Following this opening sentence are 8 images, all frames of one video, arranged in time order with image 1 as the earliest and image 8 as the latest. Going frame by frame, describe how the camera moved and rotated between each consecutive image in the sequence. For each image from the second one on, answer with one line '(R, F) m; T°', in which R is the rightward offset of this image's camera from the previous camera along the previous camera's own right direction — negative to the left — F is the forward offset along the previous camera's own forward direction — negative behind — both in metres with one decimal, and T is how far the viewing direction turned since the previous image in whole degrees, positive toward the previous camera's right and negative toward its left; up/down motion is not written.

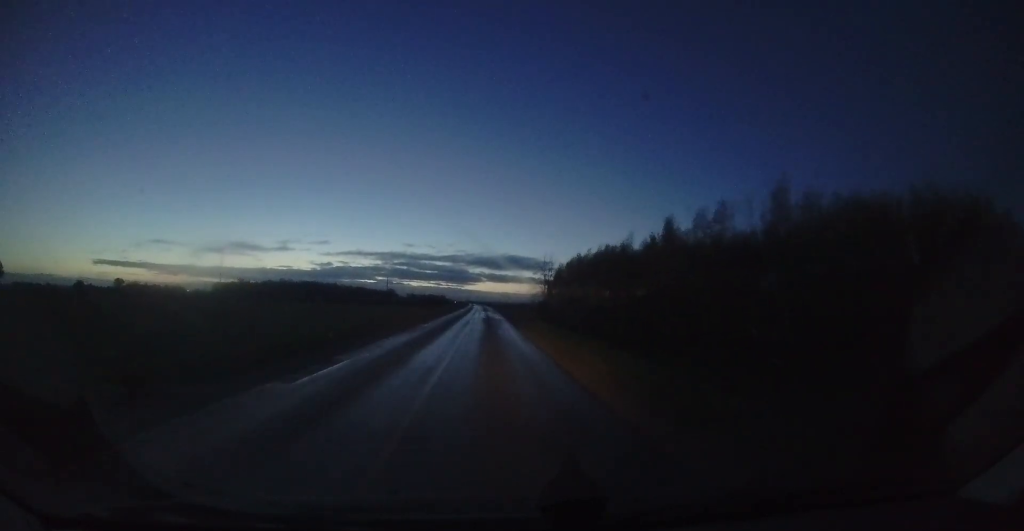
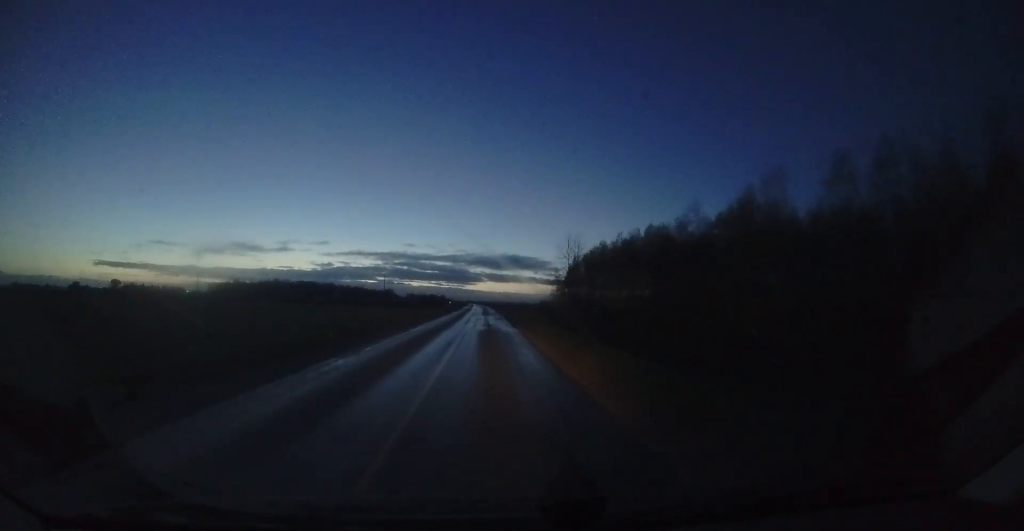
(-0.2, +12.6) m; 0°
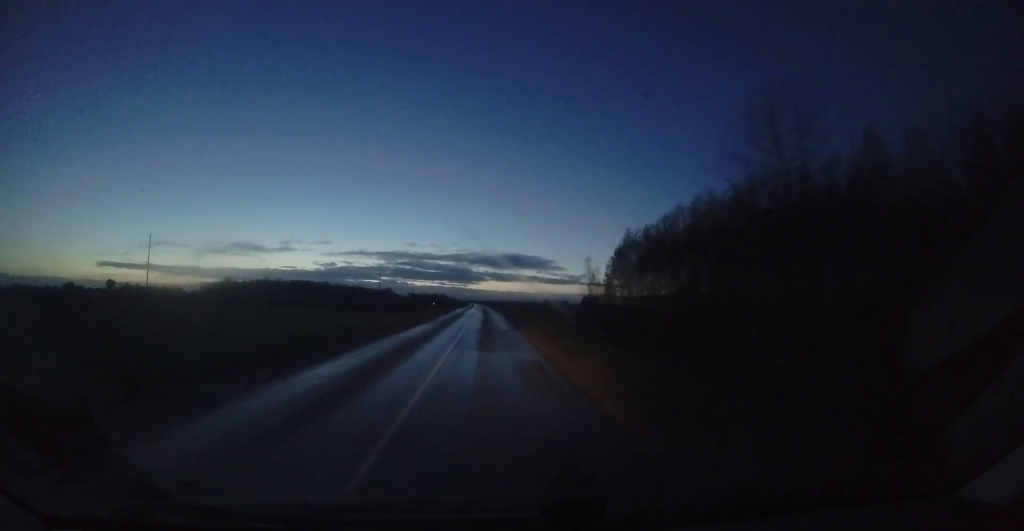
(+0.2, +23.3) m; +1°
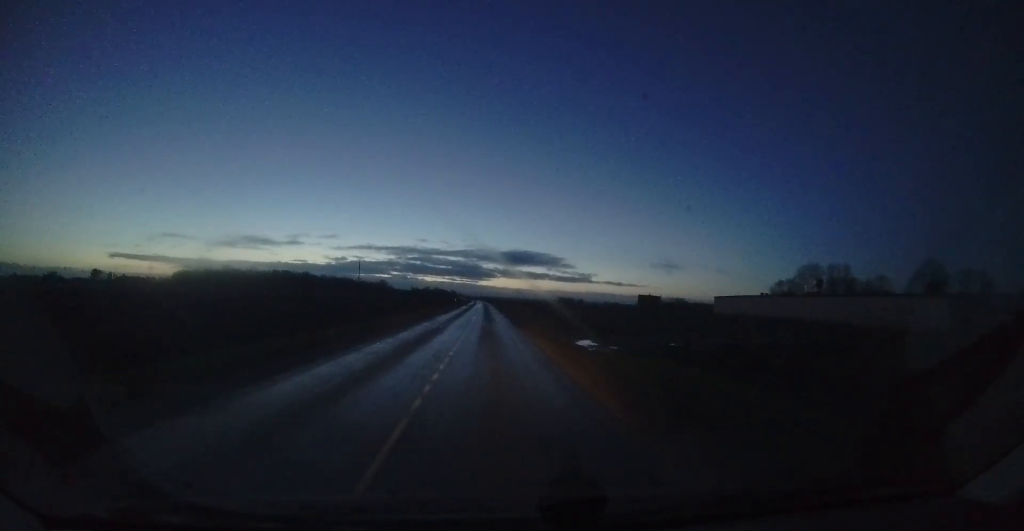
(-2.6, +70.5) m; -4°
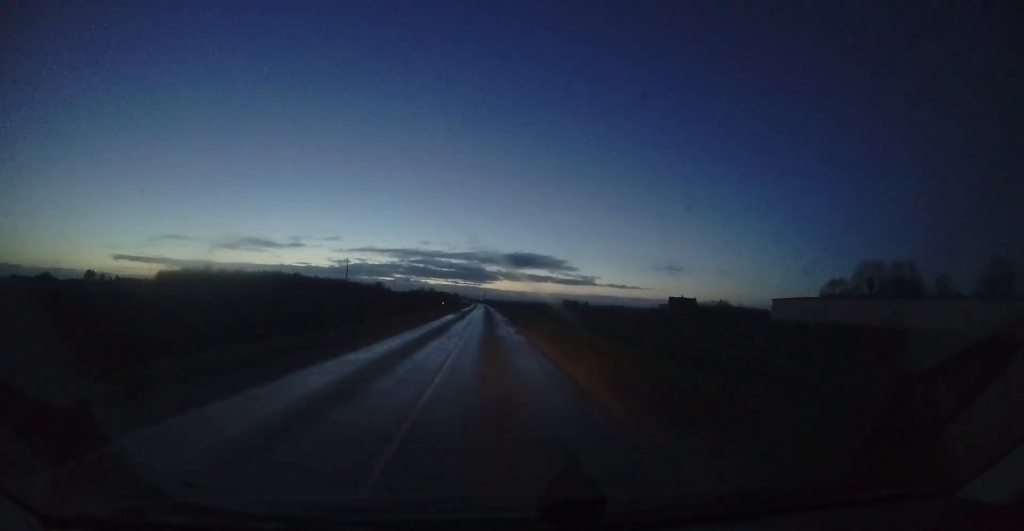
(0.0, +24.9) m; 0°
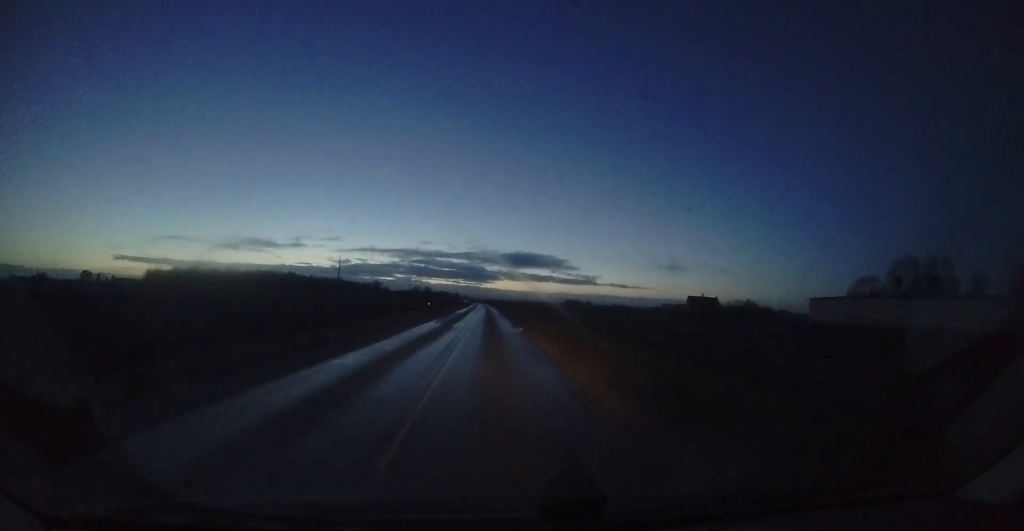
(-0.2, +12.5) m; 0°
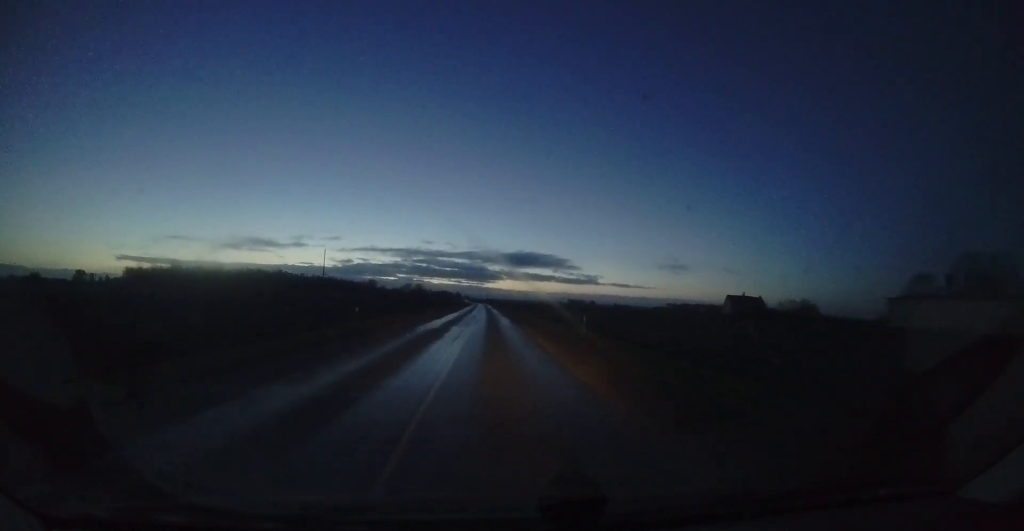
(+0.3, +20.5) m; 0°
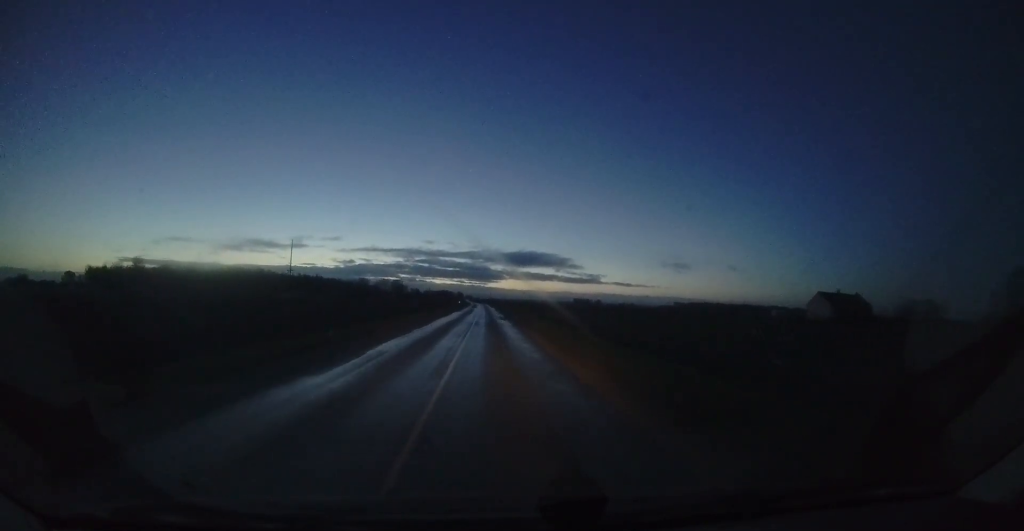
(-0.4, +31.8) m; -1°
